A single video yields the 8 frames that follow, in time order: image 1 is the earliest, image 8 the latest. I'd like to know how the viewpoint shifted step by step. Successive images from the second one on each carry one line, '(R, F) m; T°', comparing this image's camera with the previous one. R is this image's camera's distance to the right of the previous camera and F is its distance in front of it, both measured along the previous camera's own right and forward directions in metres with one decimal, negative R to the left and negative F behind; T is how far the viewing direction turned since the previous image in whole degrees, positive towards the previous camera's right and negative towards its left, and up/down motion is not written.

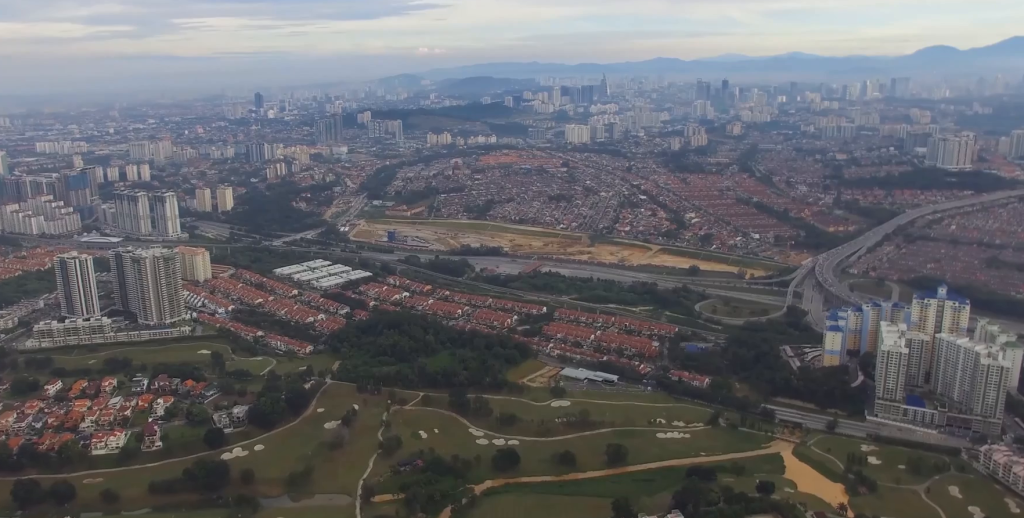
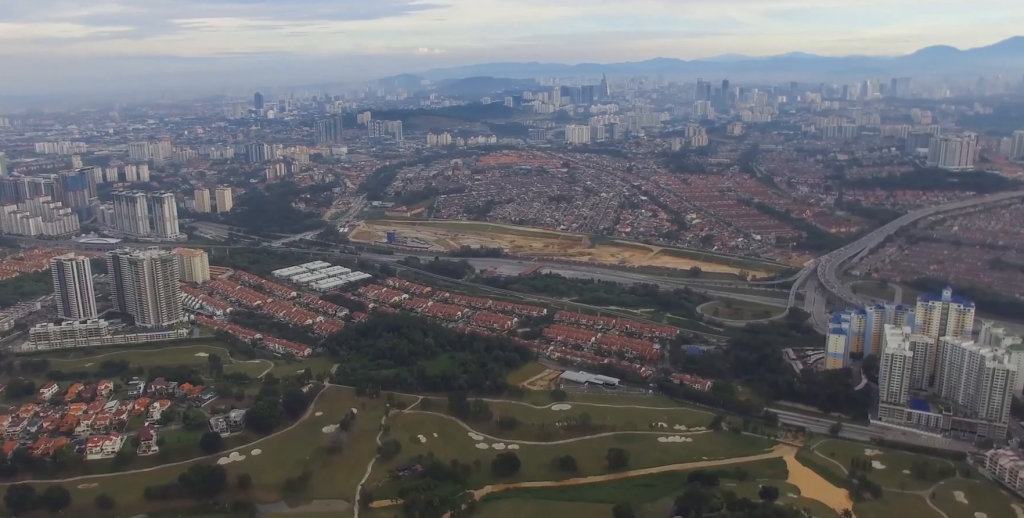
(0.0, +8.6) m; 0°
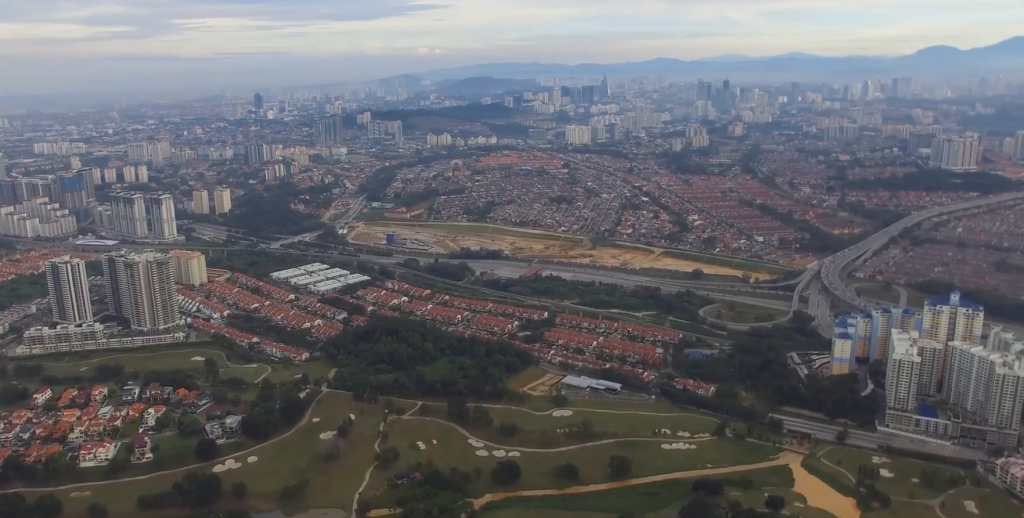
(0.0, +15.1) m; 0°
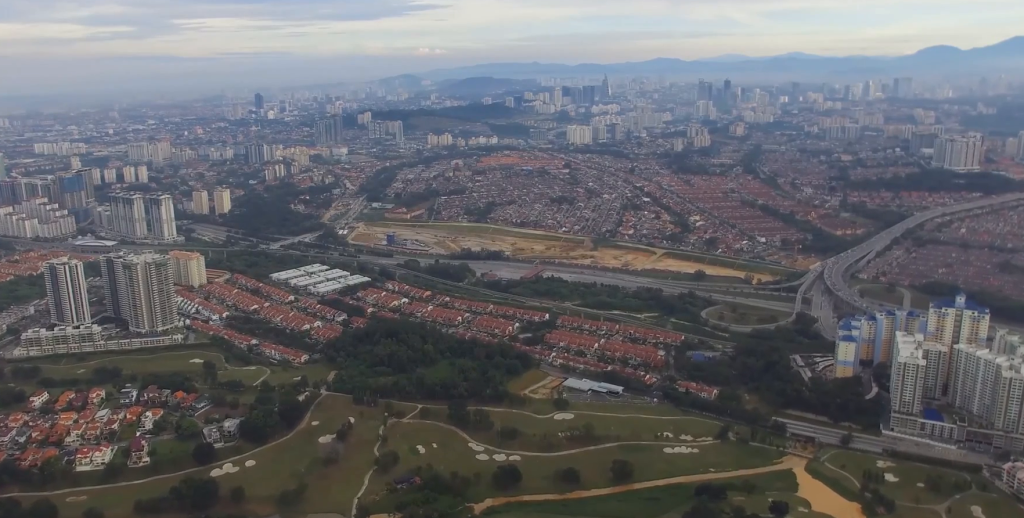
(0.0, +8.1) m; 0°
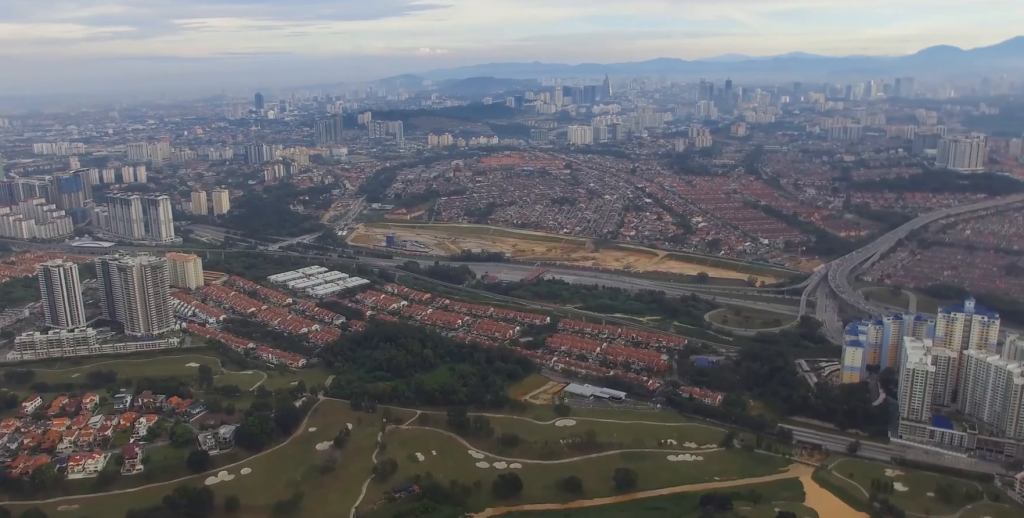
(-0.1, +16.2) m; -1°
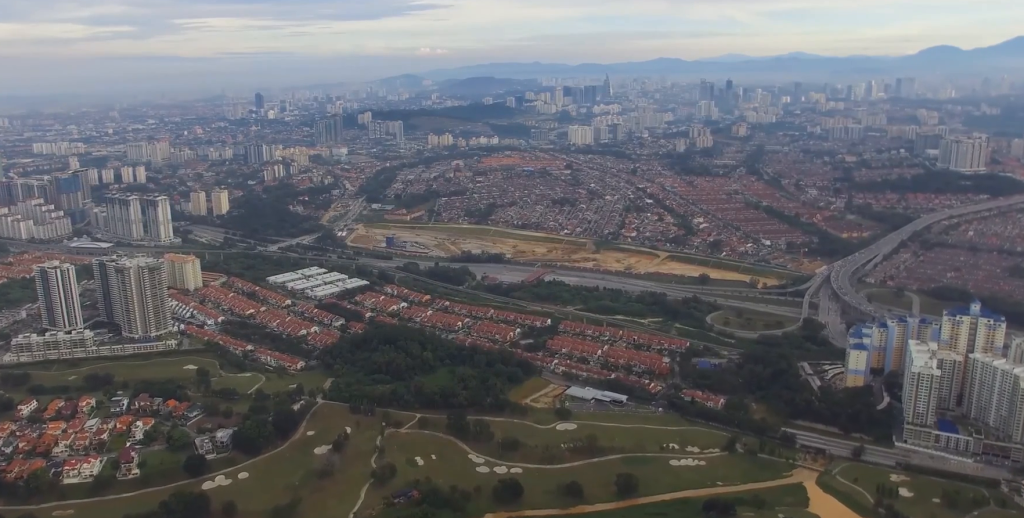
(0.0, +8.6) m; 0°
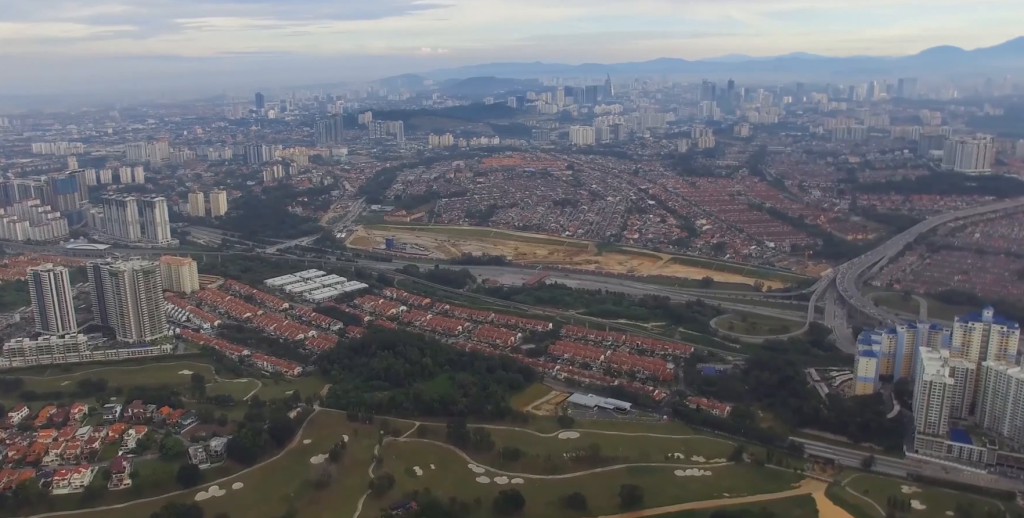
(-0.1, +19.7) m; 0°
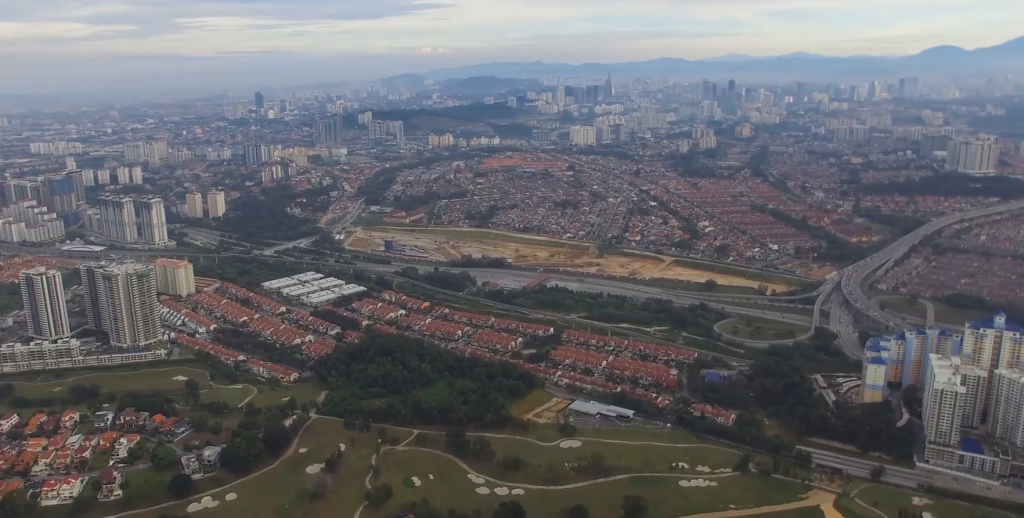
(0.0, +18.7) m; 0°
